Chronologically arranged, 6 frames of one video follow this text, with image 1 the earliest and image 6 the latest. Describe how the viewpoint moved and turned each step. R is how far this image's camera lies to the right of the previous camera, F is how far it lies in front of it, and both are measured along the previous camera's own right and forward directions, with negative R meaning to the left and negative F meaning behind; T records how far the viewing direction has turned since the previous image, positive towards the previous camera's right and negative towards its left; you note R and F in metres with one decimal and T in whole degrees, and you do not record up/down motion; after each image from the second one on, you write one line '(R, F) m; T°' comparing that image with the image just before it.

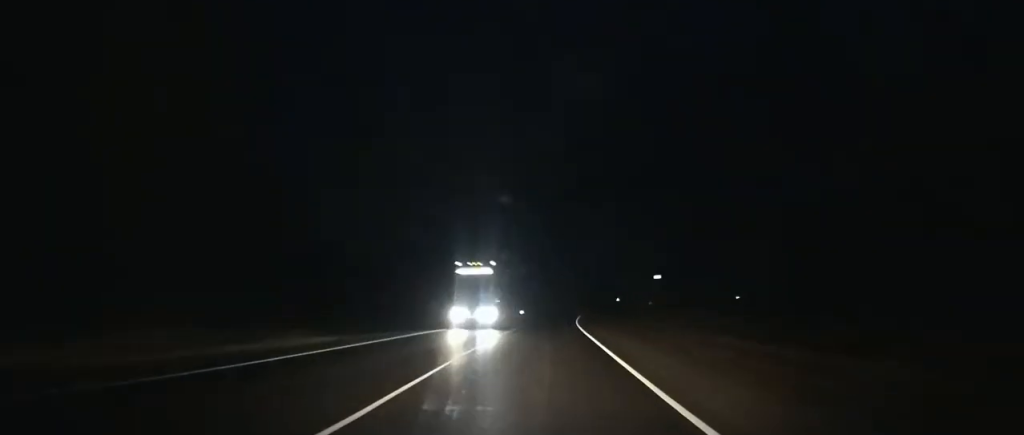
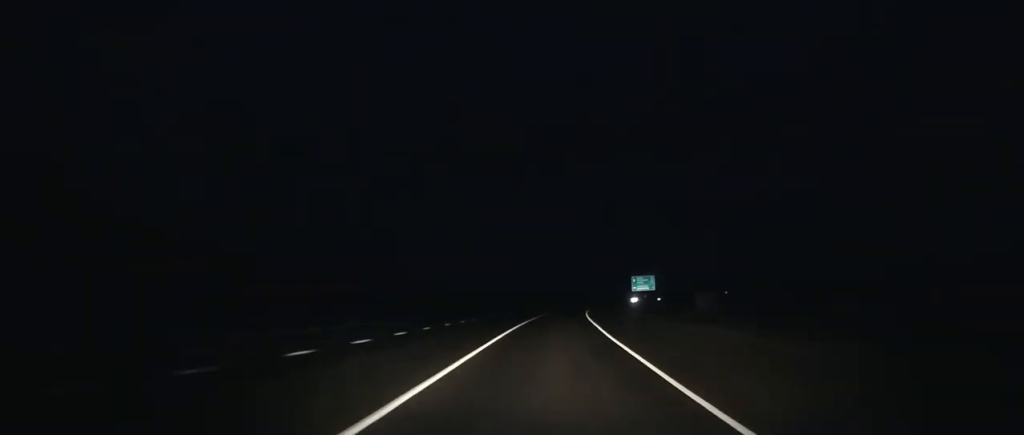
(+23.5, +228.5) m; +13°
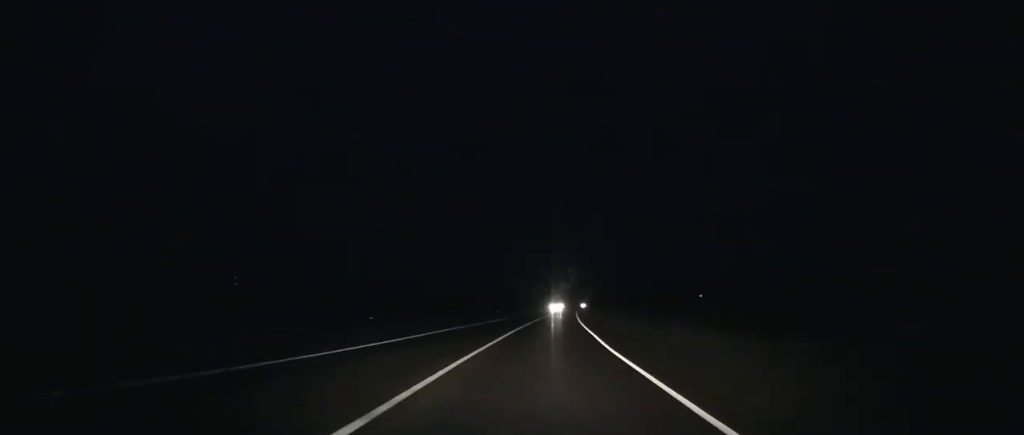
(+8.7, +126.4) m; +7°
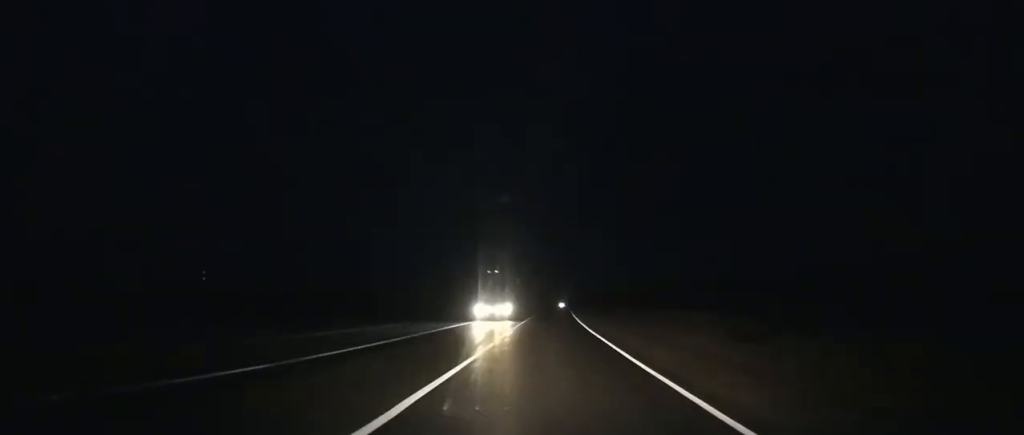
(+1.0, +50.4) m; +2°
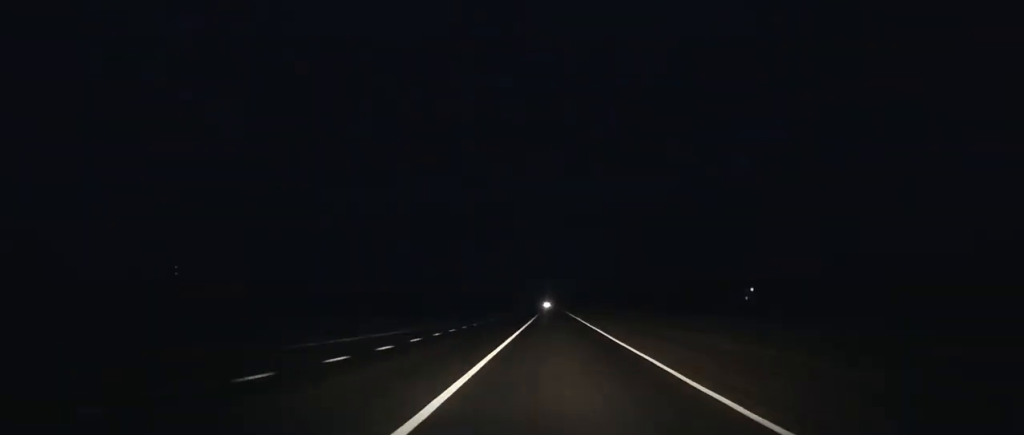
(+1.1, +69.4) m; +2°
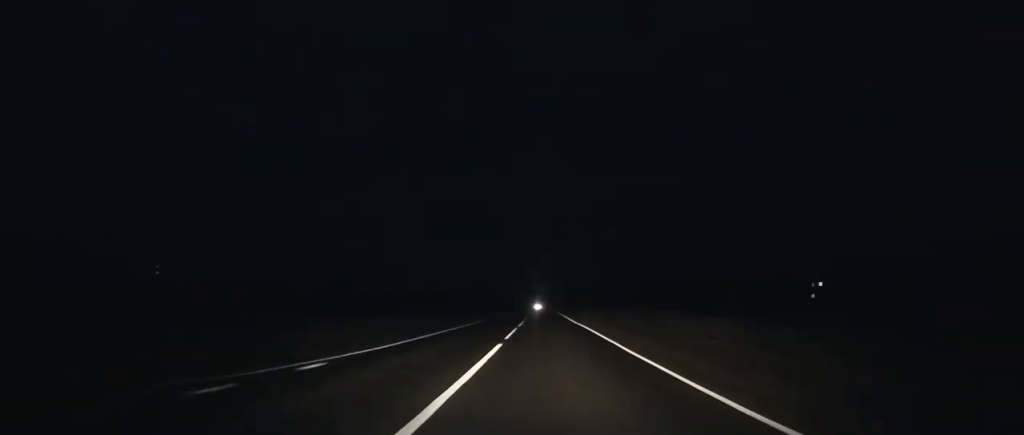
(+0.6, +50.8) m; 0°
